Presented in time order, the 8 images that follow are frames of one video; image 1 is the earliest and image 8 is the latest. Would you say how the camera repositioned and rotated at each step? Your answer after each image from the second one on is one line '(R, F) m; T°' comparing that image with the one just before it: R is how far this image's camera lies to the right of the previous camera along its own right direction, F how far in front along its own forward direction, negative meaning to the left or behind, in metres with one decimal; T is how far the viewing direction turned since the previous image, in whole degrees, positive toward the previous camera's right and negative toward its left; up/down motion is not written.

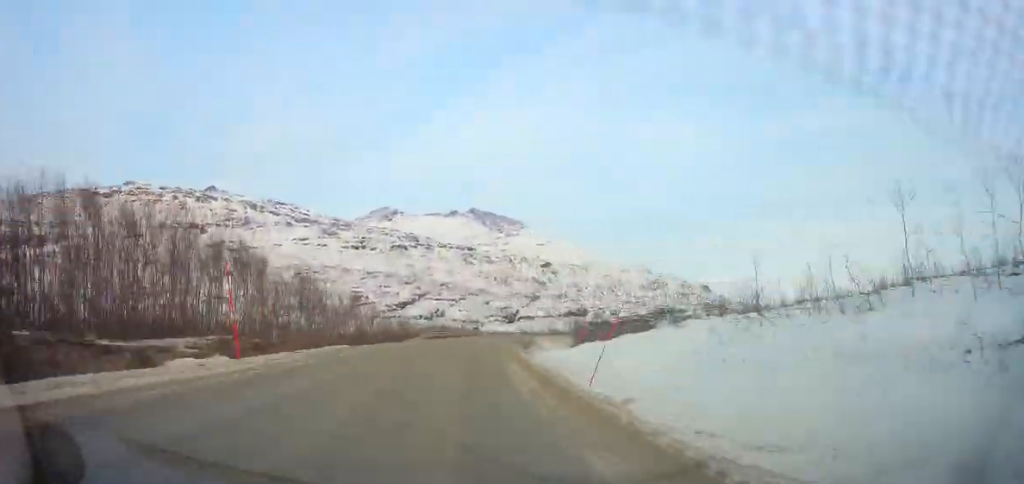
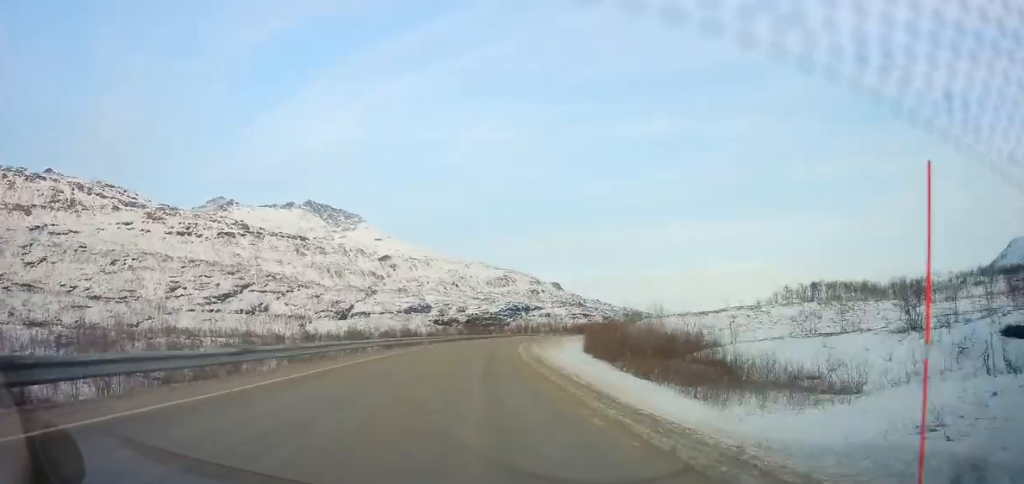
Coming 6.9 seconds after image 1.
(+13.2, +135.0) m; +14°
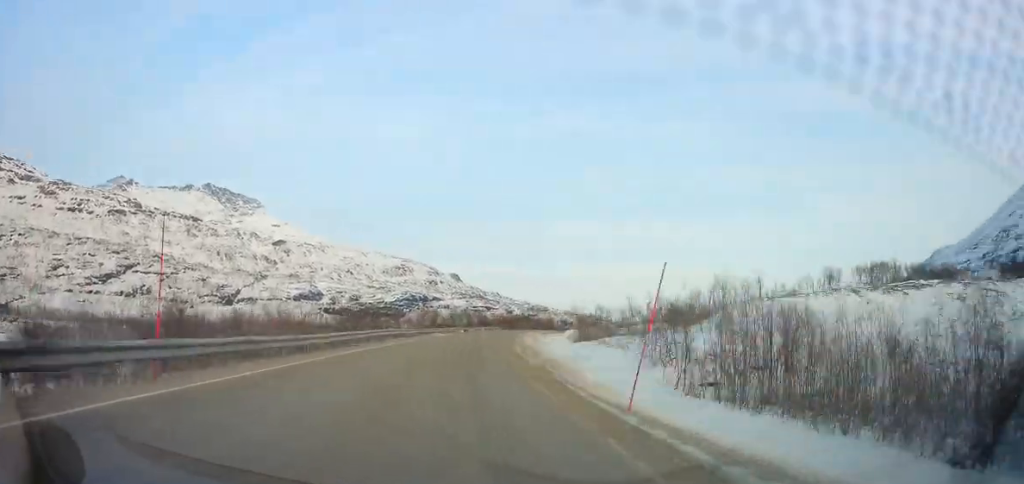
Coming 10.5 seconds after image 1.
(+5.3, +73.5) m; +8°
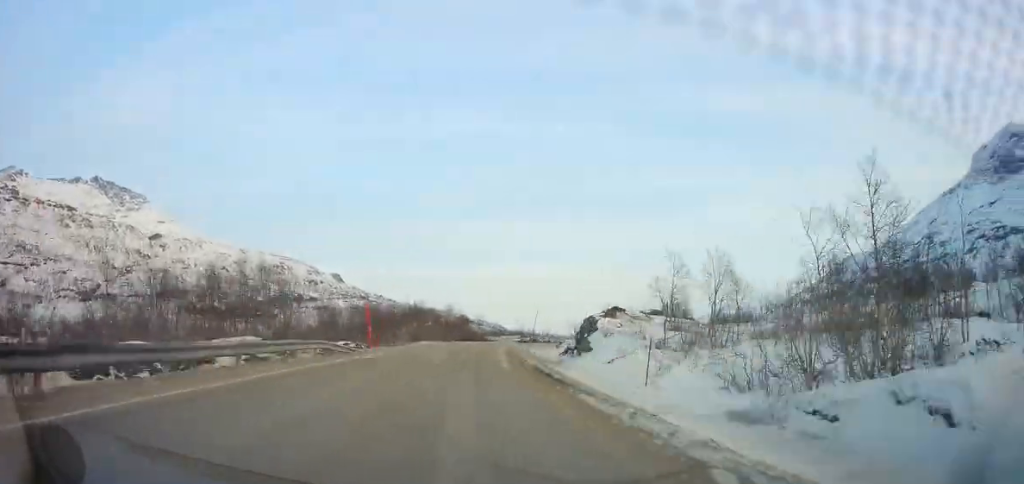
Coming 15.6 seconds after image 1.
(+10.5, +102.3) m; +11°
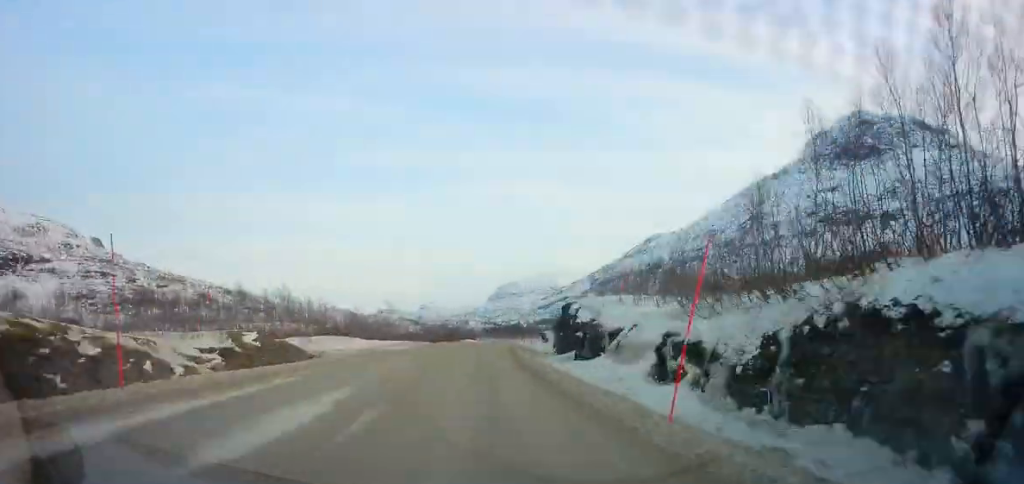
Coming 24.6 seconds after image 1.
(+29.7, +183.7) m; +12°
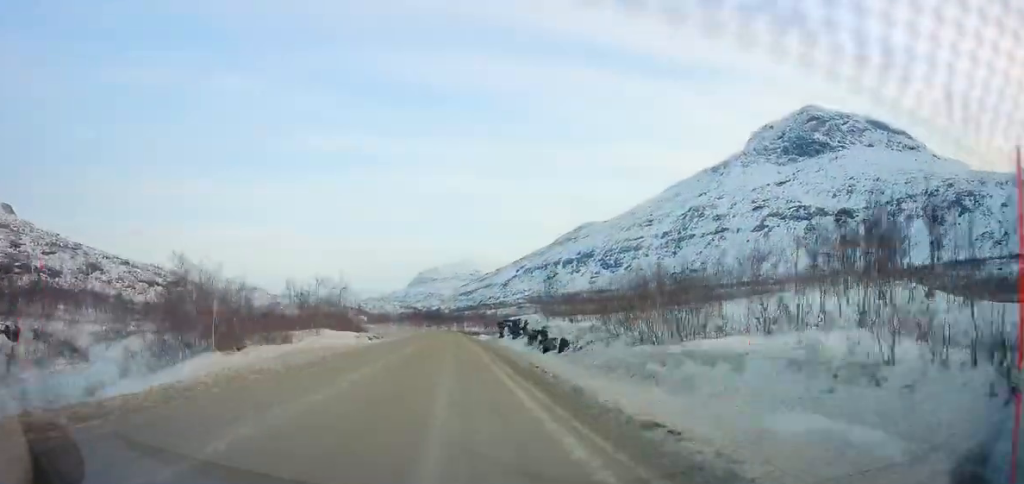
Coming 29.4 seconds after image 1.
(+10.7, +102.0) m; +1°
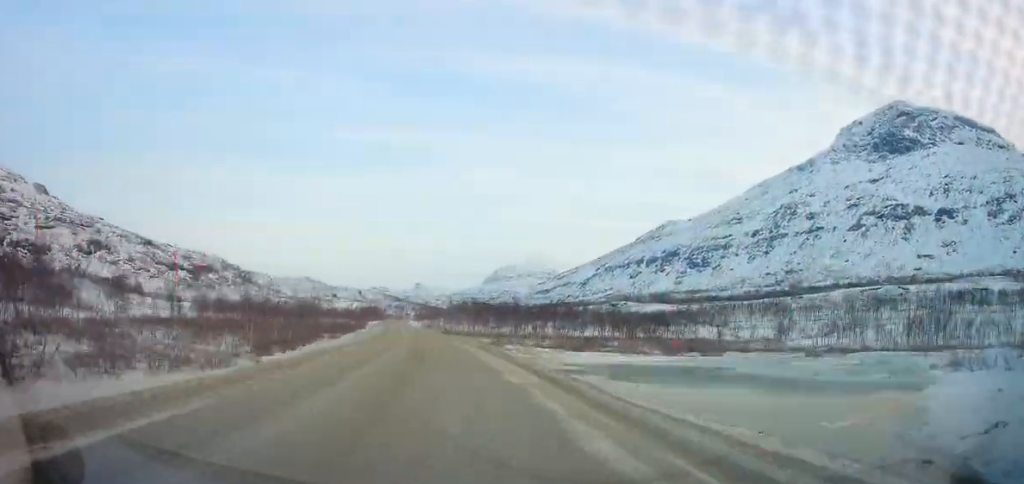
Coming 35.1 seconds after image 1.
(-3.9, +119.9) m; -2°
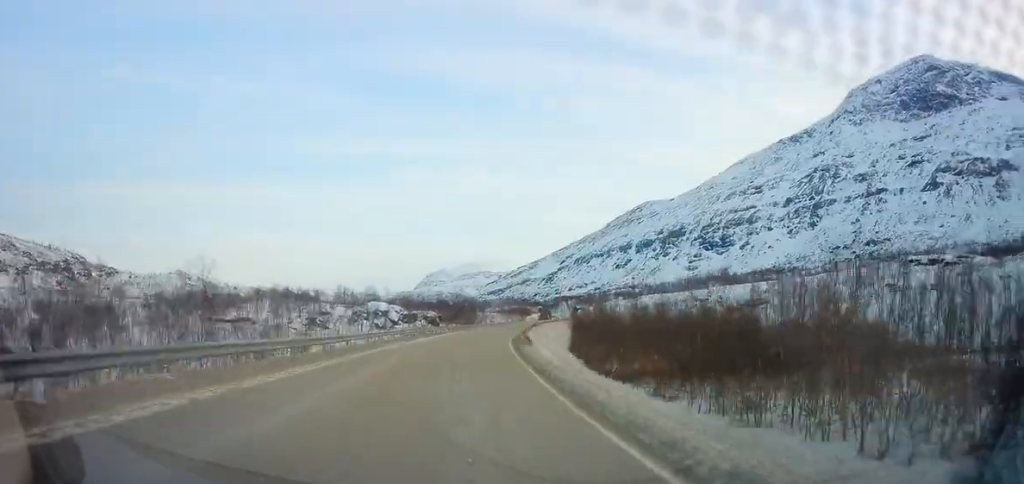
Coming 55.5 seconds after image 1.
(+17.0, +432.5) m; +15°
